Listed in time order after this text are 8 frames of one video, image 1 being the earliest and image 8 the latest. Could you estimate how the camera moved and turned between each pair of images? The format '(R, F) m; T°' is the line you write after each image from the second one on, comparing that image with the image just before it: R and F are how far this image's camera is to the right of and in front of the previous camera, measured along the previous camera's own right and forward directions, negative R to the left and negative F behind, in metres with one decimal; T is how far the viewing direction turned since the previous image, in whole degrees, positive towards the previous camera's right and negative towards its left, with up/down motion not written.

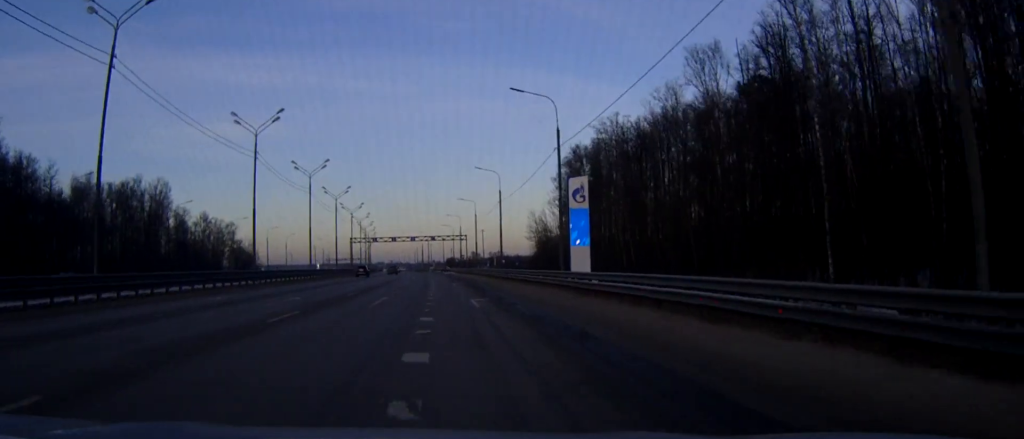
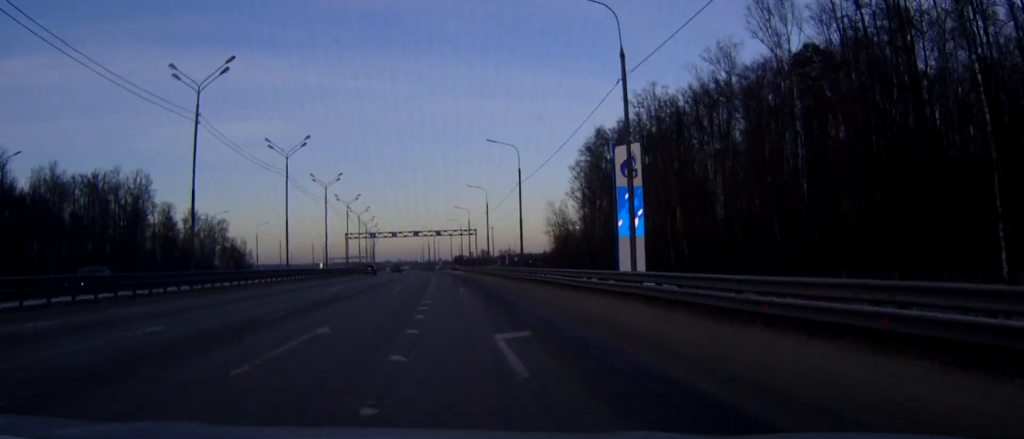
(-0.1, +16.1) m; -1°
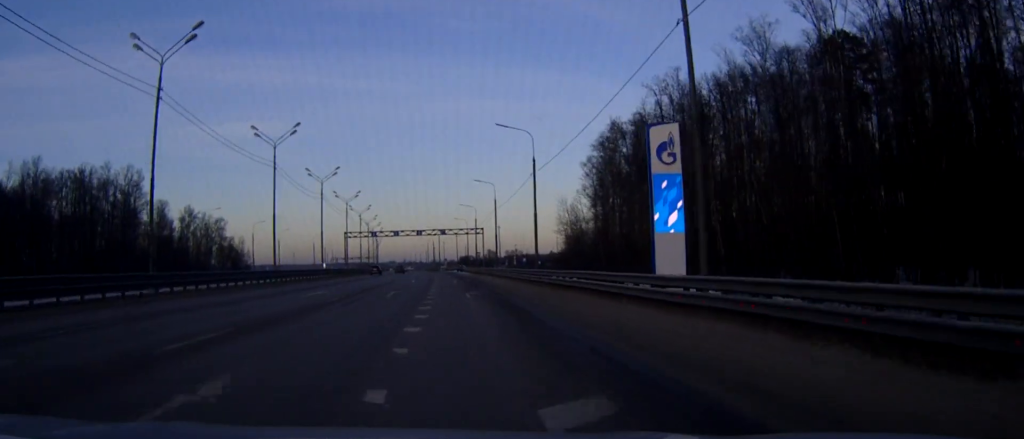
(0.0, +7.3) m; 0°
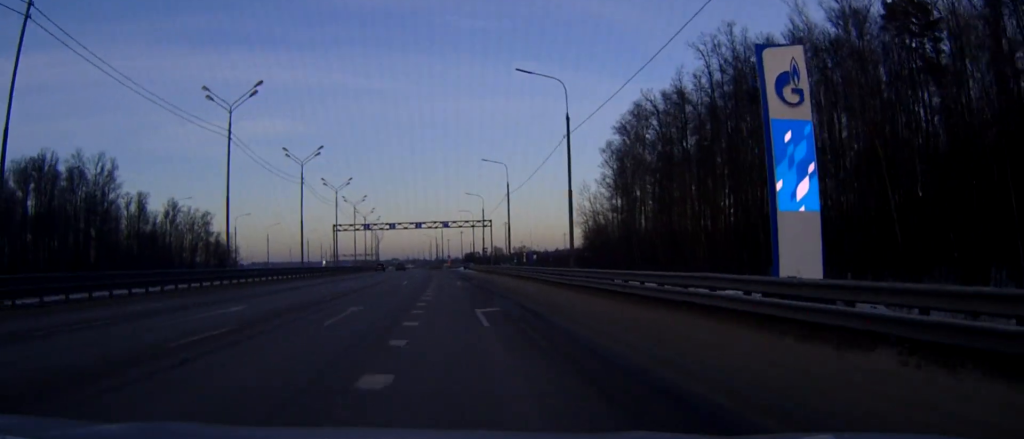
(0.0, +15.0) m; 0°
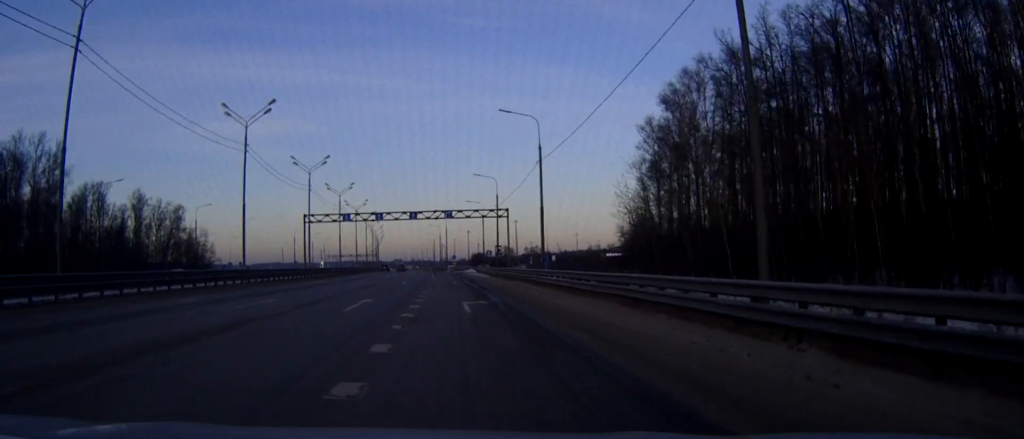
(-0.2, +24.4) m; -1°
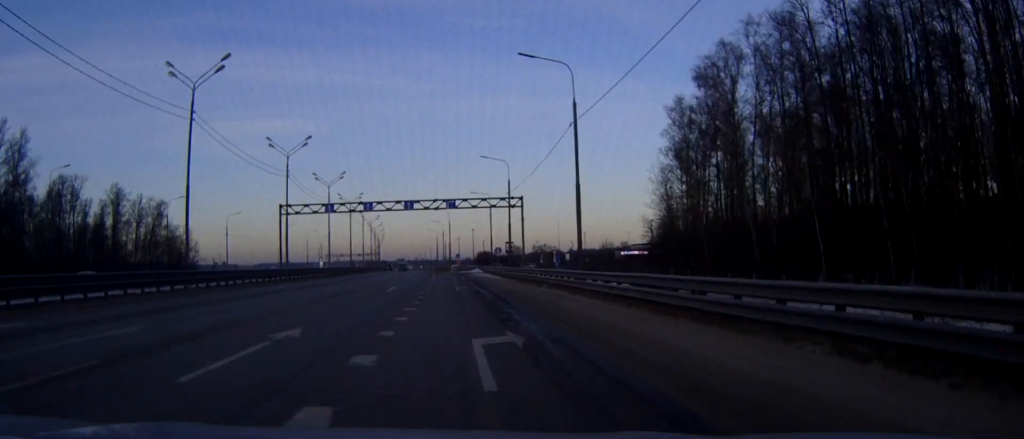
(0.0, +13.4) m; 0°
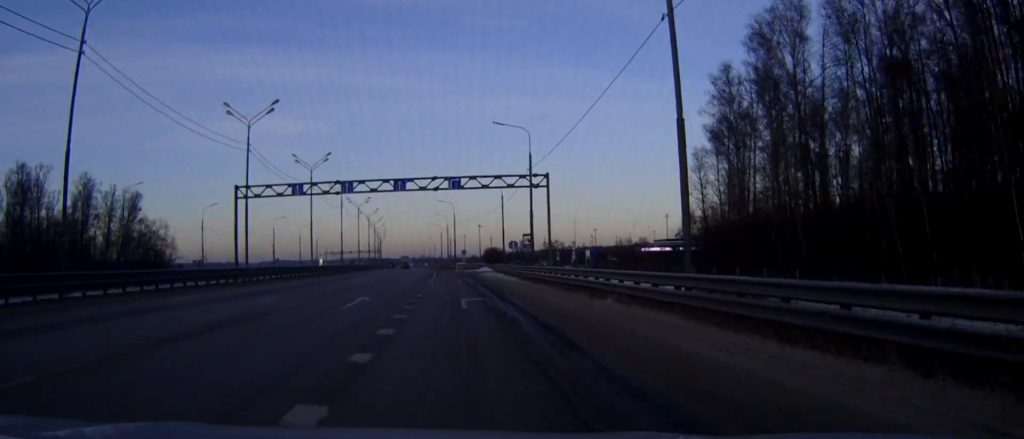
(0.0, +16.0) m; 0°
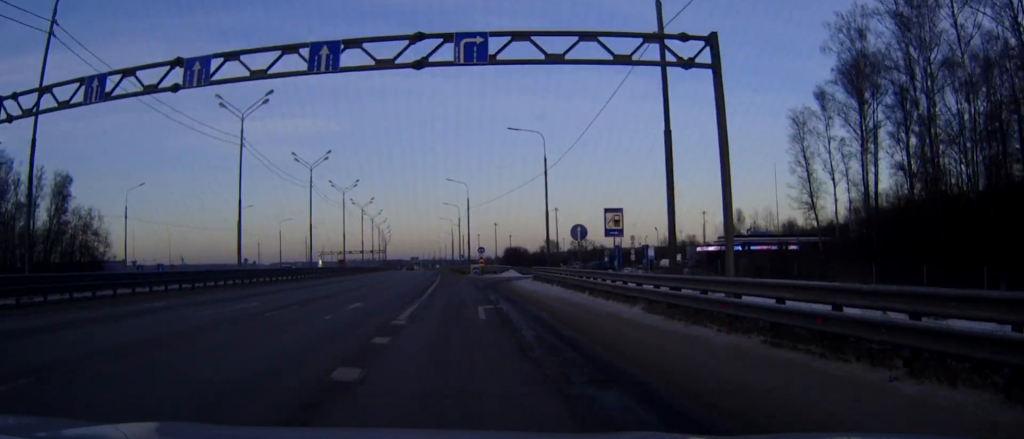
(-0.2, +33.0) m; -1°
